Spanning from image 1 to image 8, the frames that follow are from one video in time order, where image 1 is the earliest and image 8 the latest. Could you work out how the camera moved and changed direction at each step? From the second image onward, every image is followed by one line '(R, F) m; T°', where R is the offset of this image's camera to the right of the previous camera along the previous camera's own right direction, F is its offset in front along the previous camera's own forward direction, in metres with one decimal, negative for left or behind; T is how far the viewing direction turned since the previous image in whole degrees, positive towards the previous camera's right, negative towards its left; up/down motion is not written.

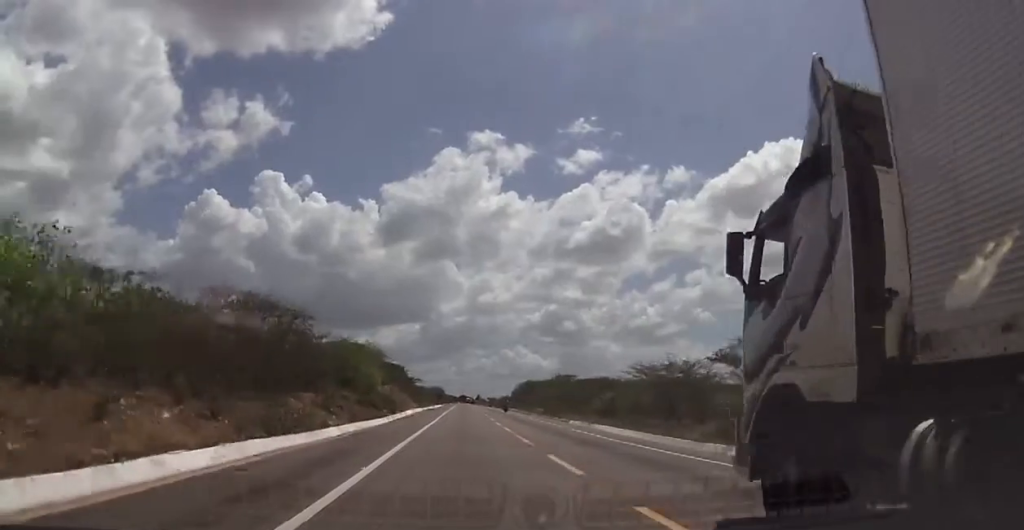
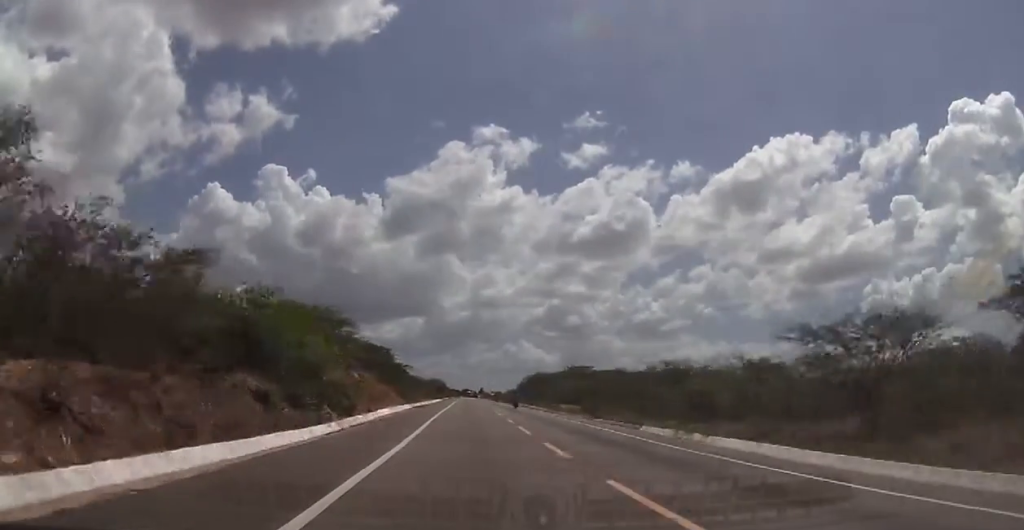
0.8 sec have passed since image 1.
(+0.2, +21.3) m; 0°
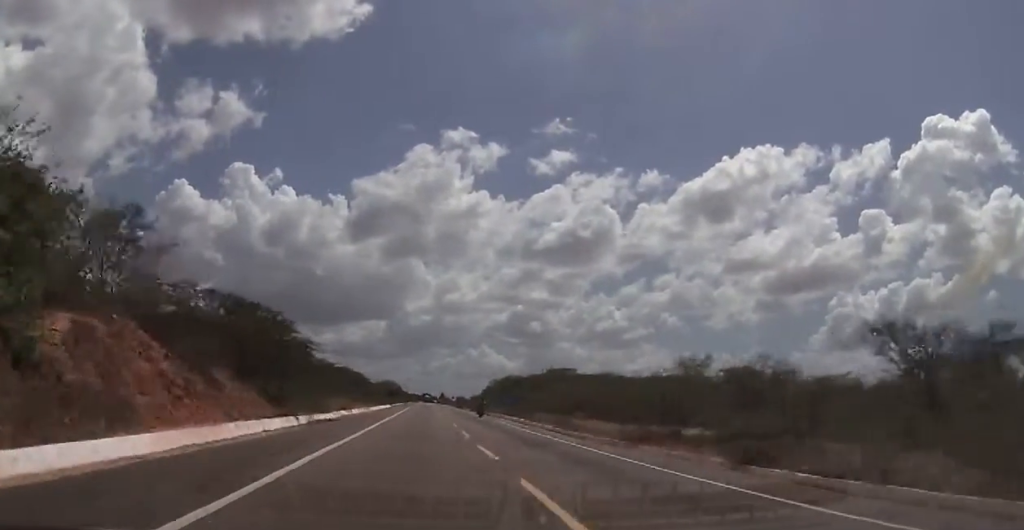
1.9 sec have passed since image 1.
(-0.4, +31.3) m; +1°
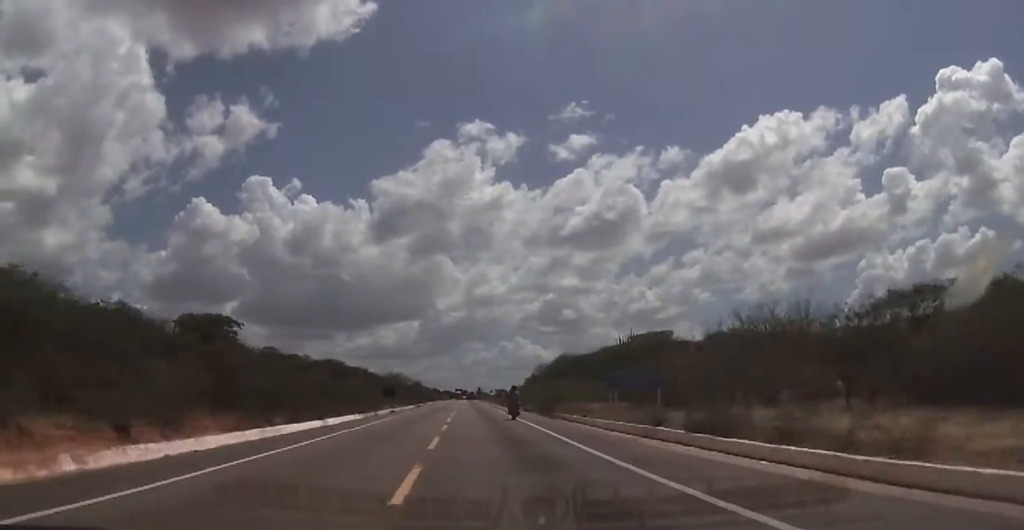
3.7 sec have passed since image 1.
(+1.2, +54.1) m; +1°
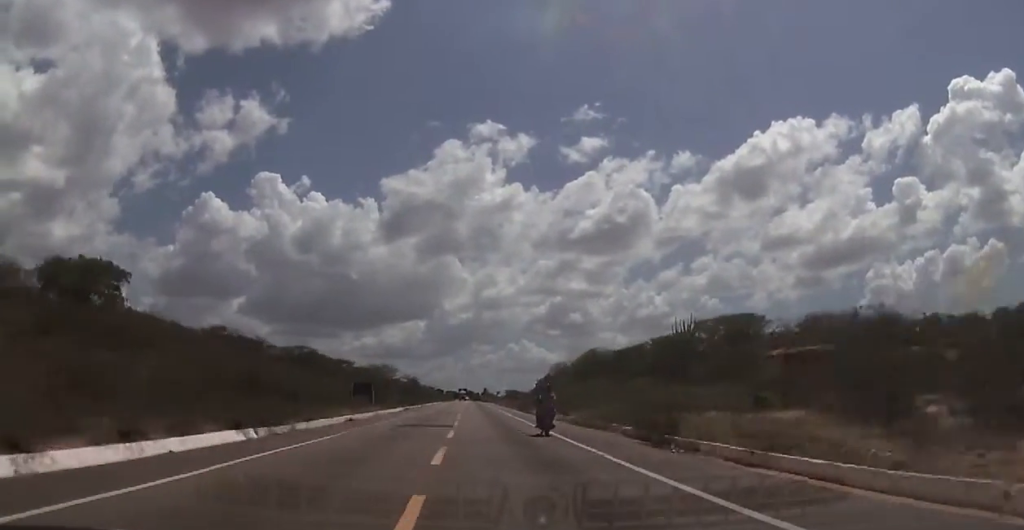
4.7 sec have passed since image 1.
(-0.2, +27.5) m; -2°
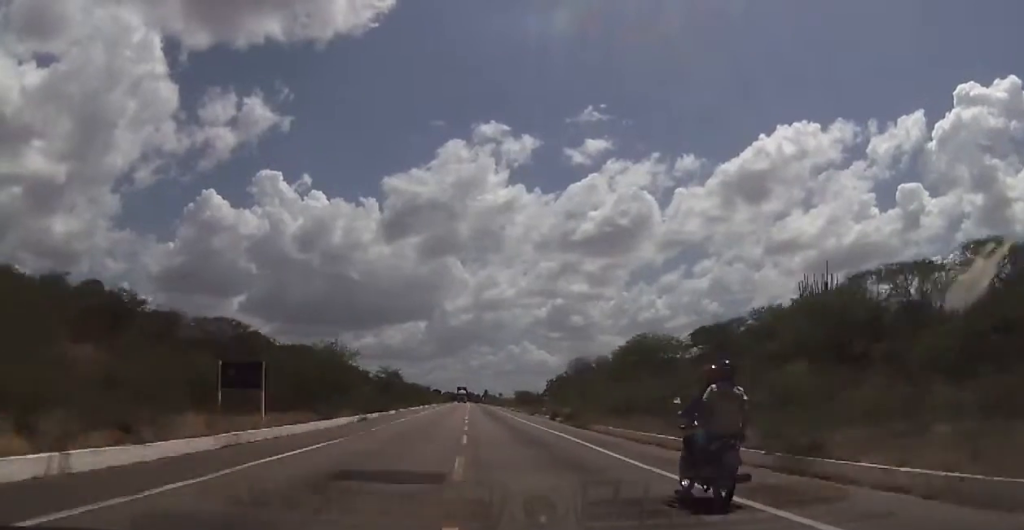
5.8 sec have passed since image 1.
(-0.7, +33.6) m; 0°
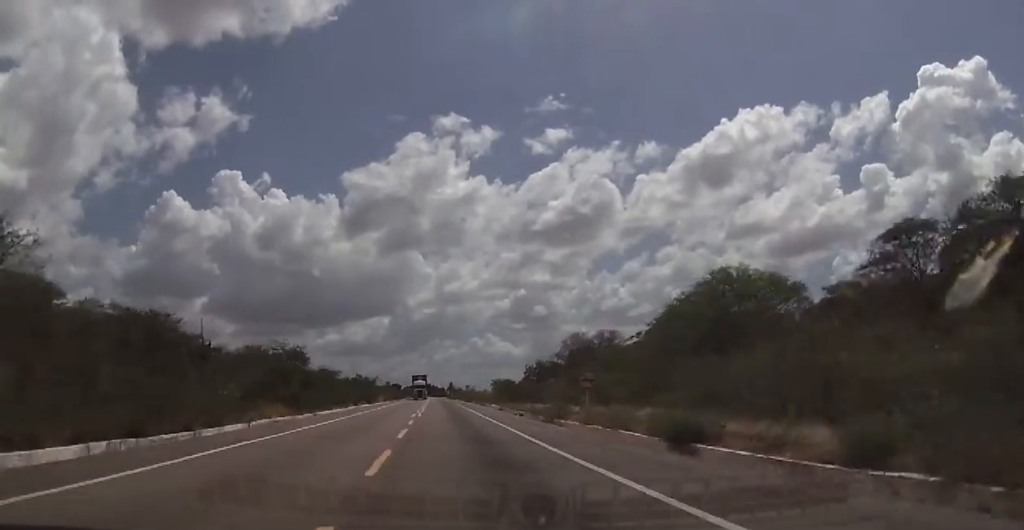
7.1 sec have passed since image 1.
(+0.5, +40.2) m; +1°
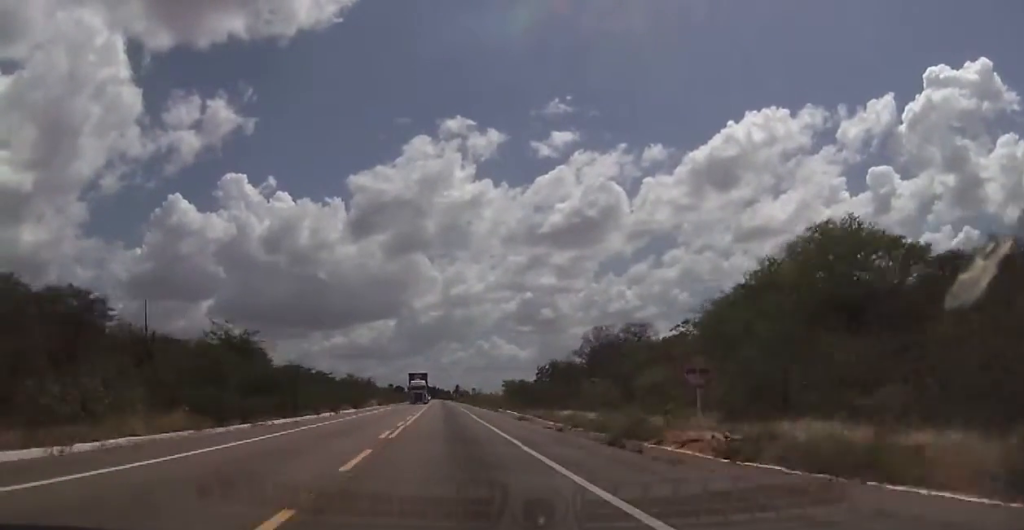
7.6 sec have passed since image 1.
(0.0, +15.2) m; 0°
